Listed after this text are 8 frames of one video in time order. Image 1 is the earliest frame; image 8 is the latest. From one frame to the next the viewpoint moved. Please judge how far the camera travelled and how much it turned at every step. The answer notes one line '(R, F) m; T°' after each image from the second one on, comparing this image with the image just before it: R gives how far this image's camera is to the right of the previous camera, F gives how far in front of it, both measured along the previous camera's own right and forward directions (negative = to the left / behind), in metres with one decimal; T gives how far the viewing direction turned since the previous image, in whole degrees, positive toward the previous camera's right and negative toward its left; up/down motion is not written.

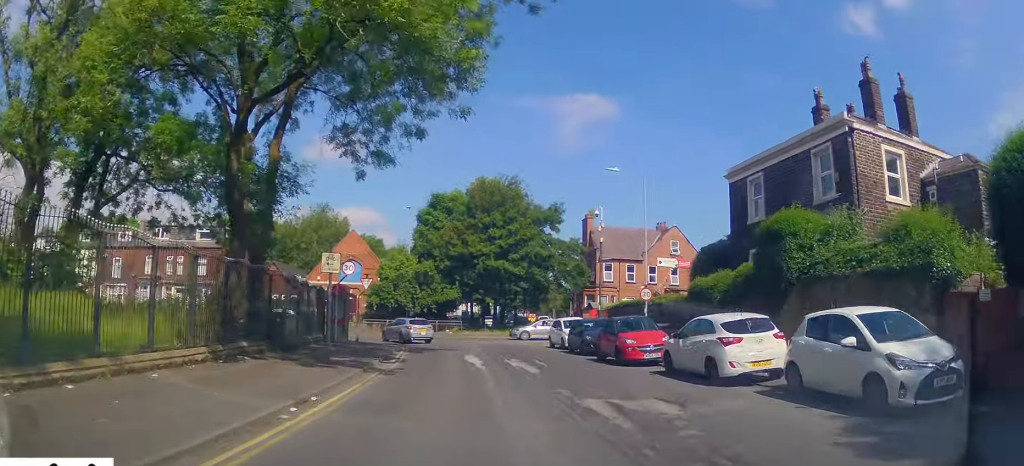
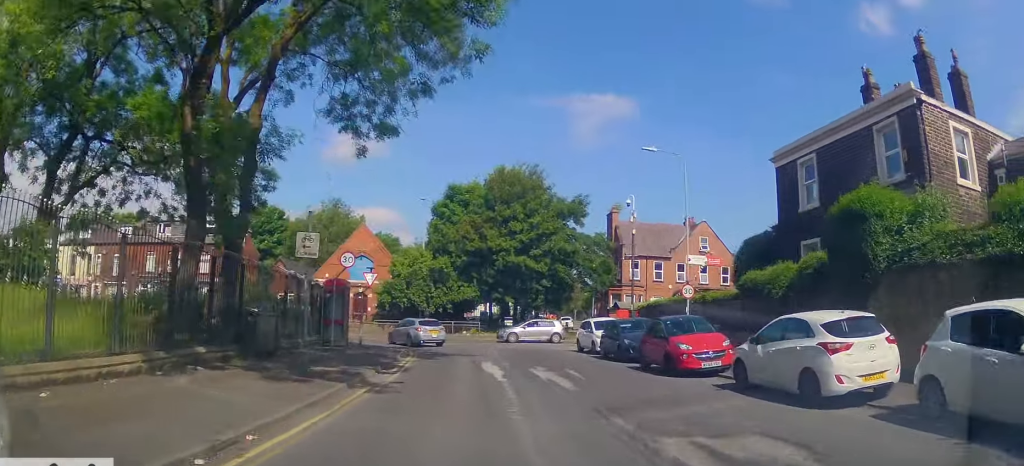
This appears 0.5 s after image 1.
(-0.1, +3.3) m; -2°
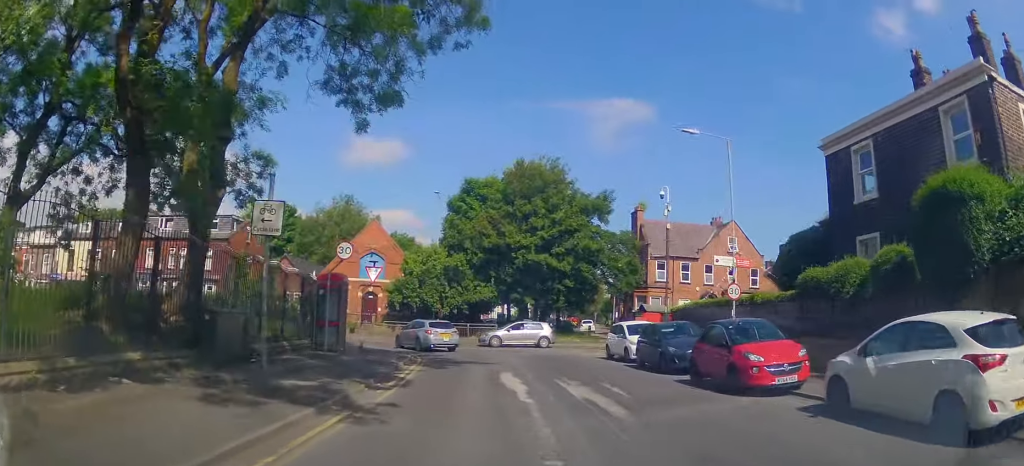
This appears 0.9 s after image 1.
(-0.1, +3.0) m; -1°
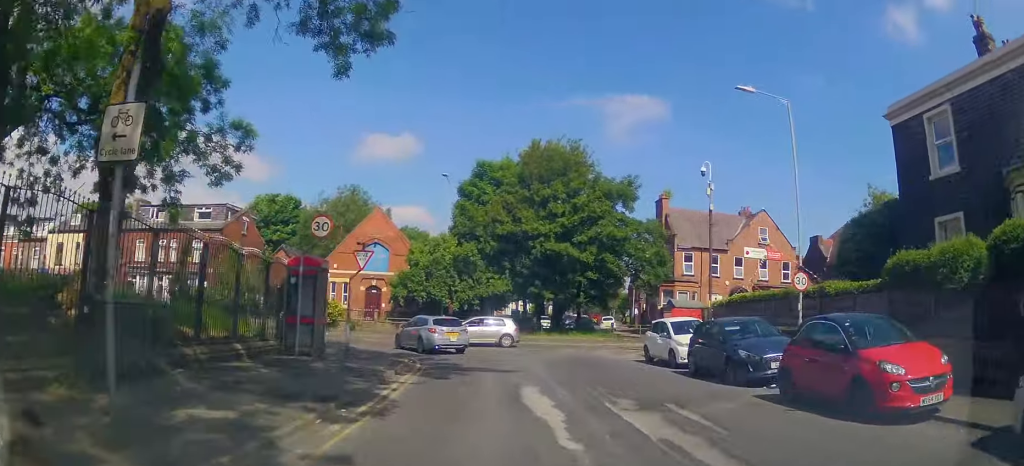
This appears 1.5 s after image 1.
(-0.1, +3.9) m; 0°
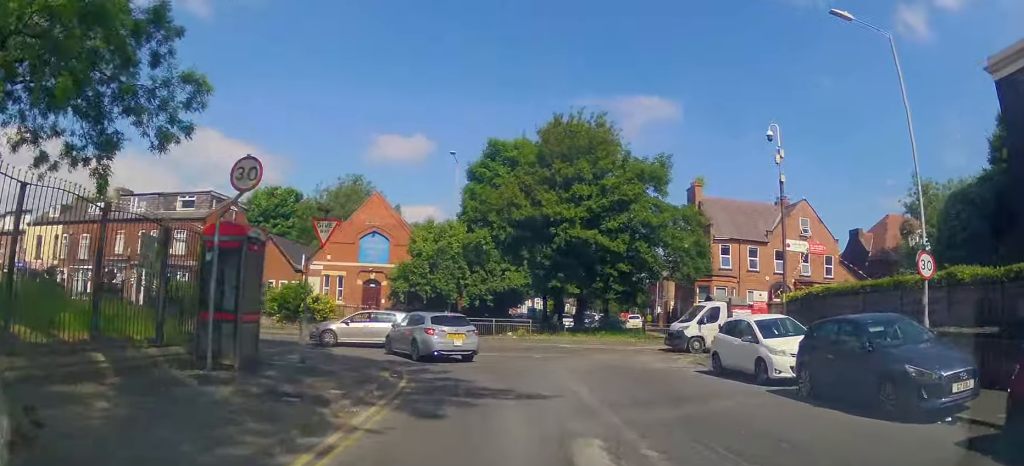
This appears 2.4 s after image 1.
(0.0, +5.3) m; +1°
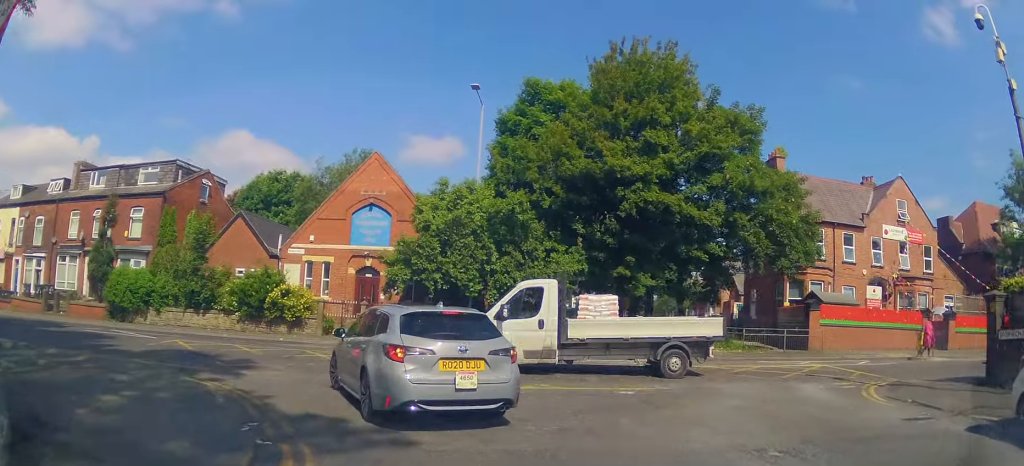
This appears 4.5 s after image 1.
(-0.5, +9.8) m; -12°
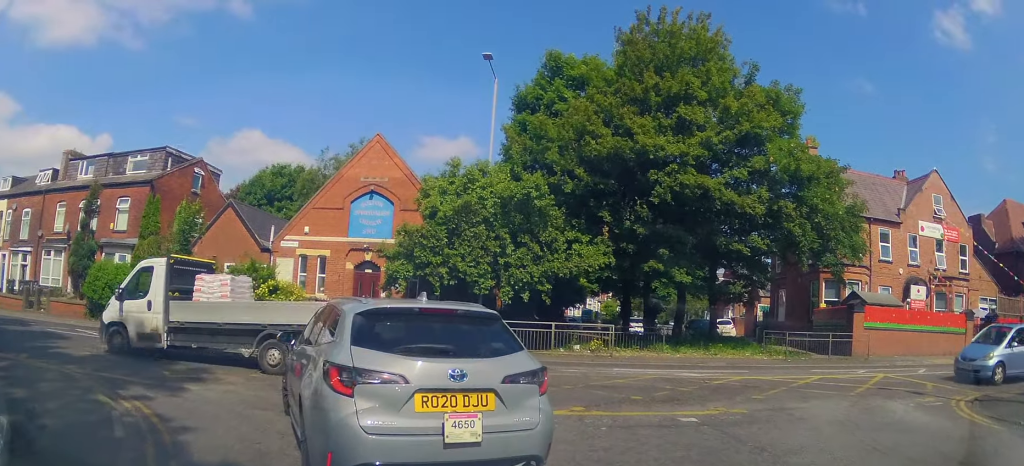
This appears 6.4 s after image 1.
(-0.2, +3.2) m; -4°
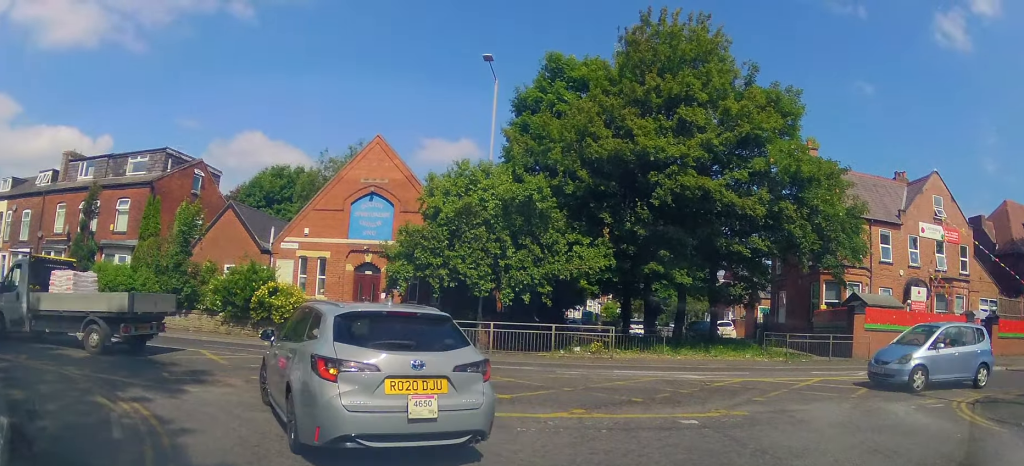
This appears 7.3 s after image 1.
(+0.2, +0.4) m; 0°
